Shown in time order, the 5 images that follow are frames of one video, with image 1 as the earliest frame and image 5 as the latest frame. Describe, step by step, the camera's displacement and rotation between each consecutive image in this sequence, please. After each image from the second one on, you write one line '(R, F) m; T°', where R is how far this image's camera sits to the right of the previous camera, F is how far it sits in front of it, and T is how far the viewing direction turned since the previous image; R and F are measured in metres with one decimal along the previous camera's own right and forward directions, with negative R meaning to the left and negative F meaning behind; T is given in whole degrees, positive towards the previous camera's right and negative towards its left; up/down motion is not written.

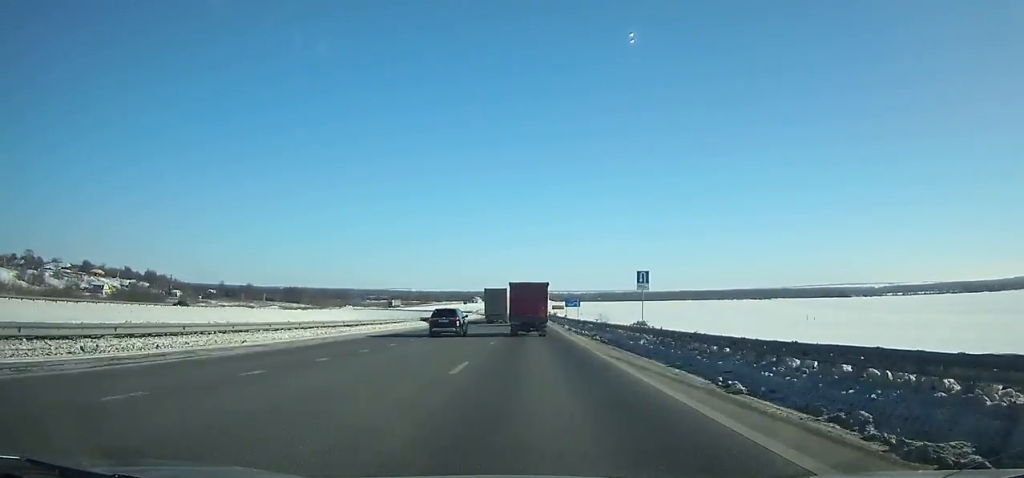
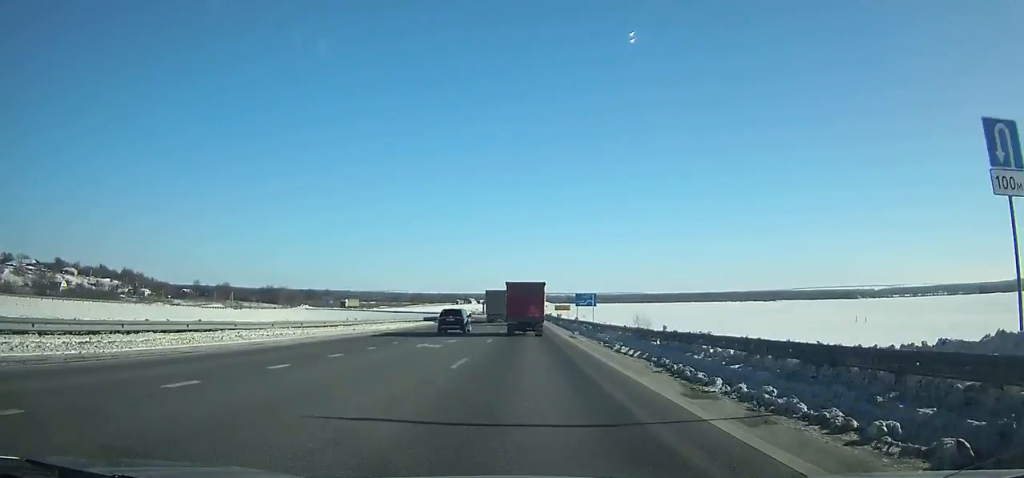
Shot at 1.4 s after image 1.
(0.0, +35.2) m; 0°
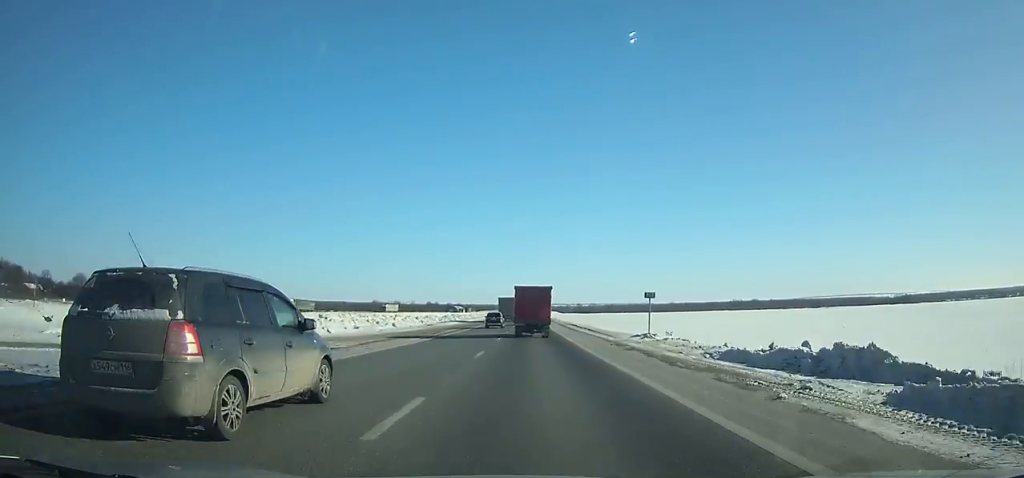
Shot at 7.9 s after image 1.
(-0.2, +162.7) m; 0°
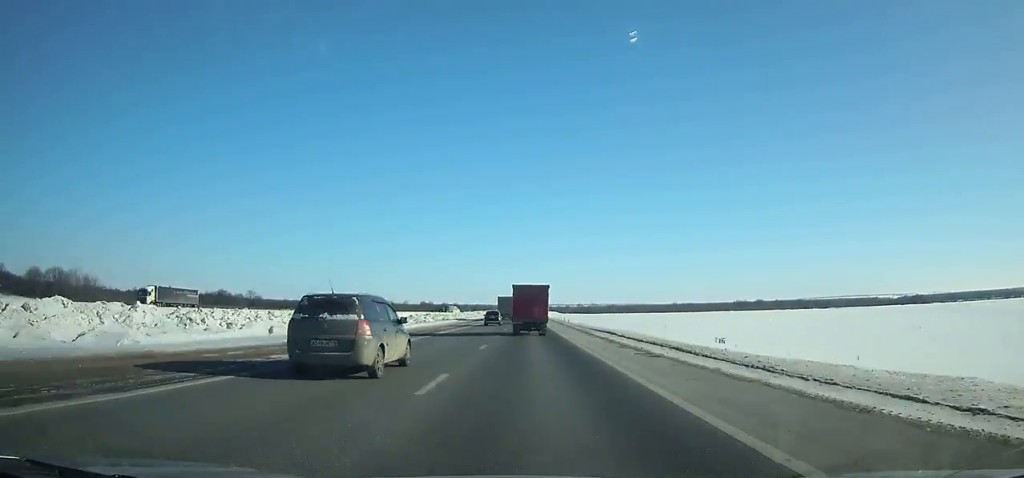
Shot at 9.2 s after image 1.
(+0.1, +32.5) m; 0°
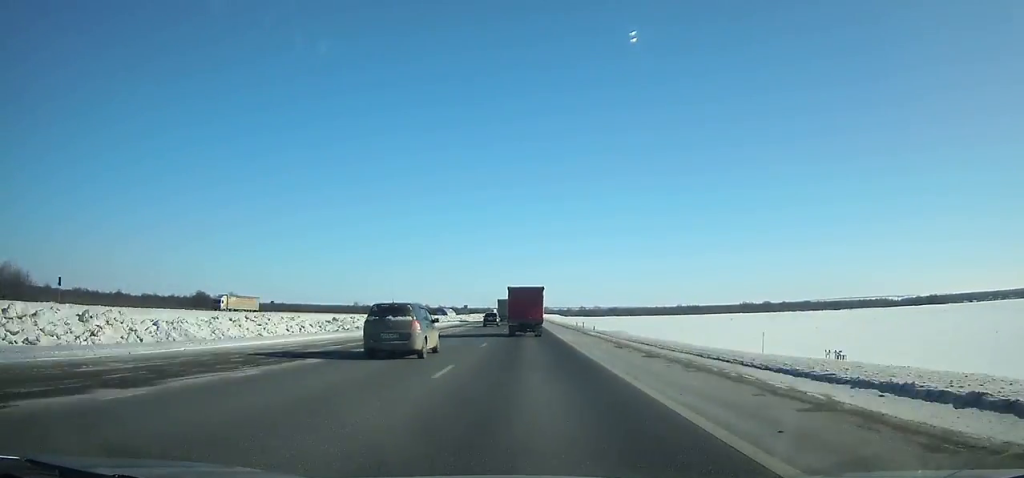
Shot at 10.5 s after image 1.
(0.0, +32.5) m; 0°
